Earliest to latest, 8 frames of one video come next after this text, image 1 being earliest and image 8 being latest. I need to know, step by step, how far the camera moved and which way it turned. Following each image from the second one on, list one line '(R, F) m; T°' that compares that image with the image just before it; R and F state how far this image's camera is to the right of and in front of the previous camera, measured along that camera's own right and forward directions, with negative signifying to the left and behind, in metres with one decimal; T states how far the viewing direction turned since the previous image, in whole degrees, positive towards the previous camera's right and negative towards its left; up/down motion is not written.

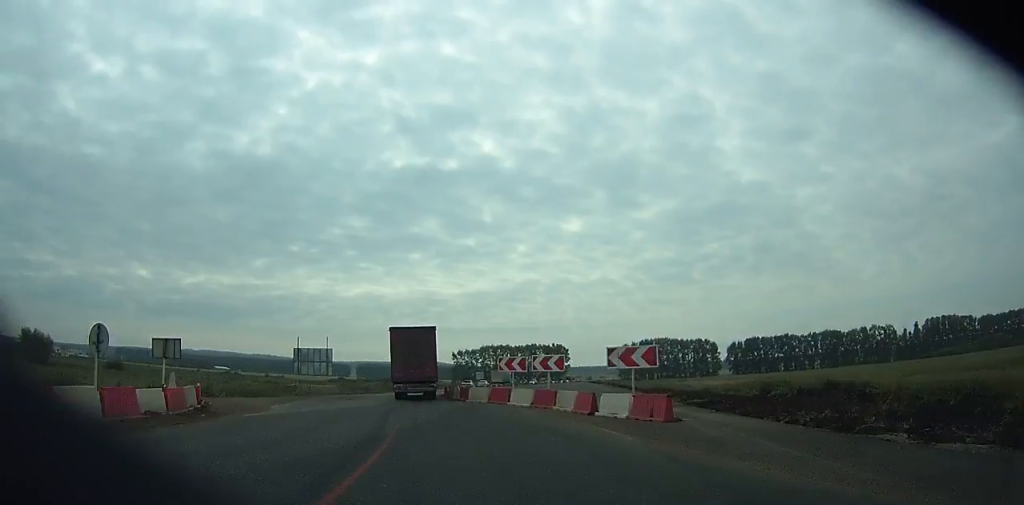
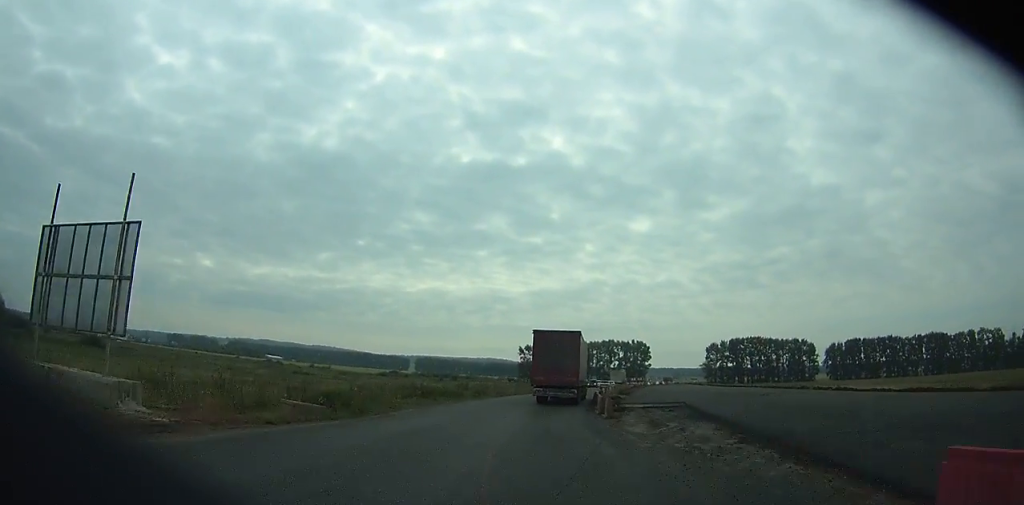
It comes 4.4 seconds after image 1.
(-4.3, +49.7) m; -6°
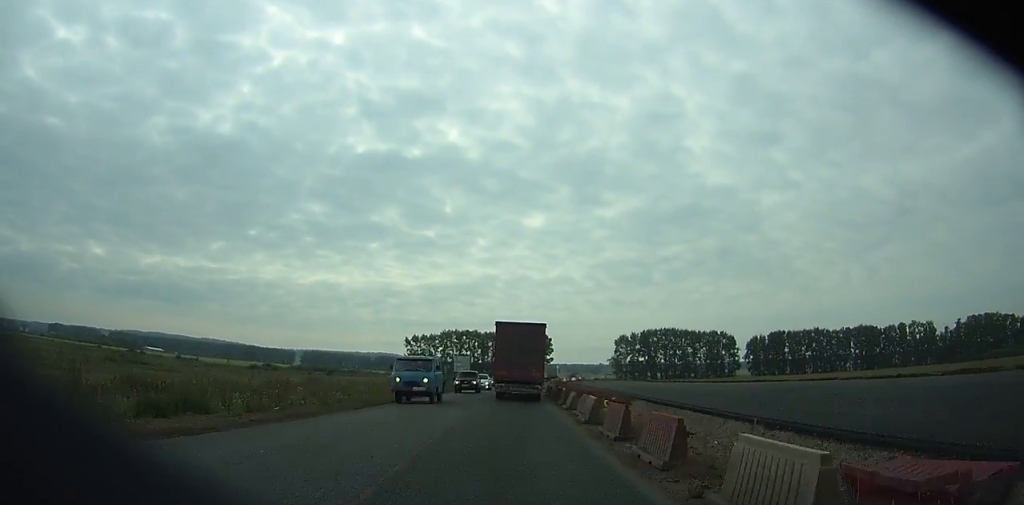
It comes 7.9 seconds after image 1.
(+2.0, +37.6) m; +6°
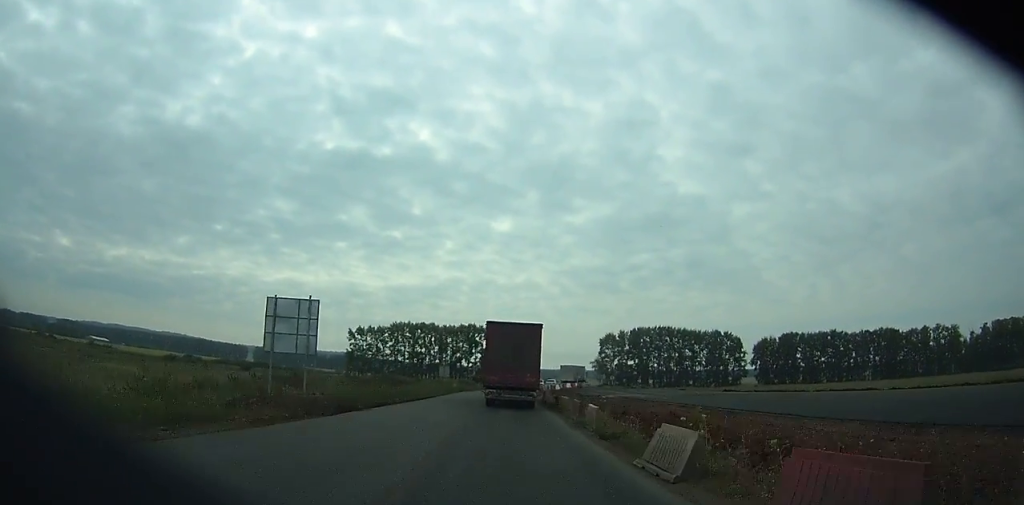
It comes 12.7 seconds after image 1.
(+3.2, +52.0) m; +5°
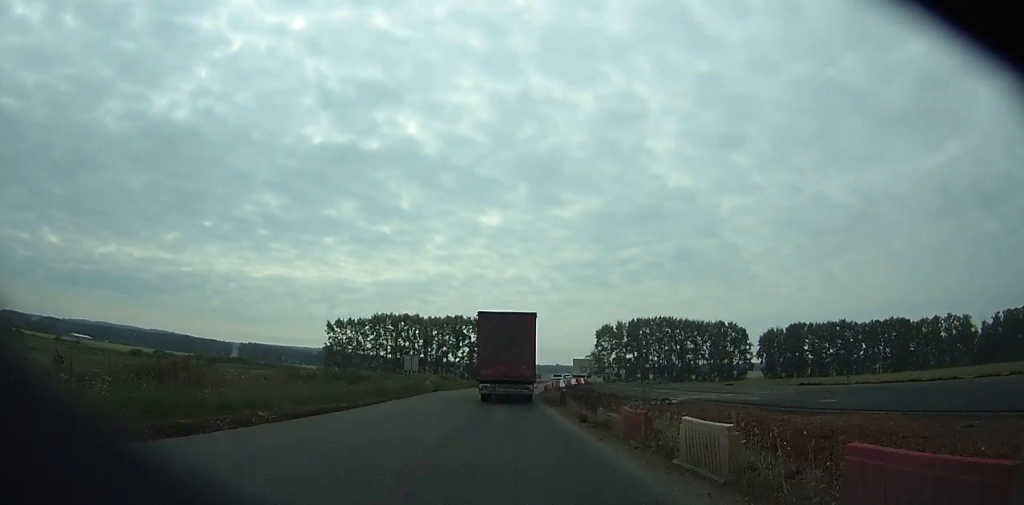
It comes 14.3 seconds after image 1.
(+0.2, +17.2) m; +1°
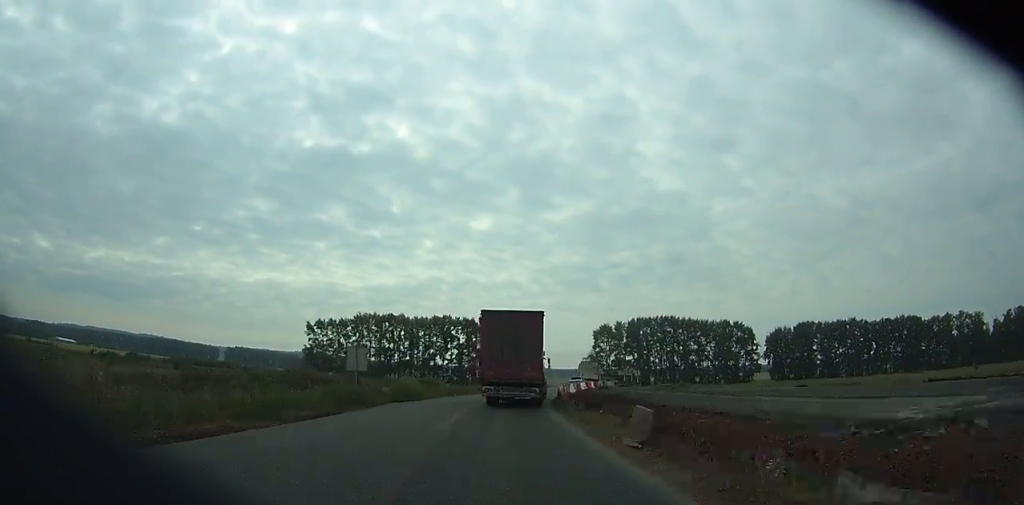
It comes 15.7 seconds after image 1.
(+0.1, +15.0) m; +1°
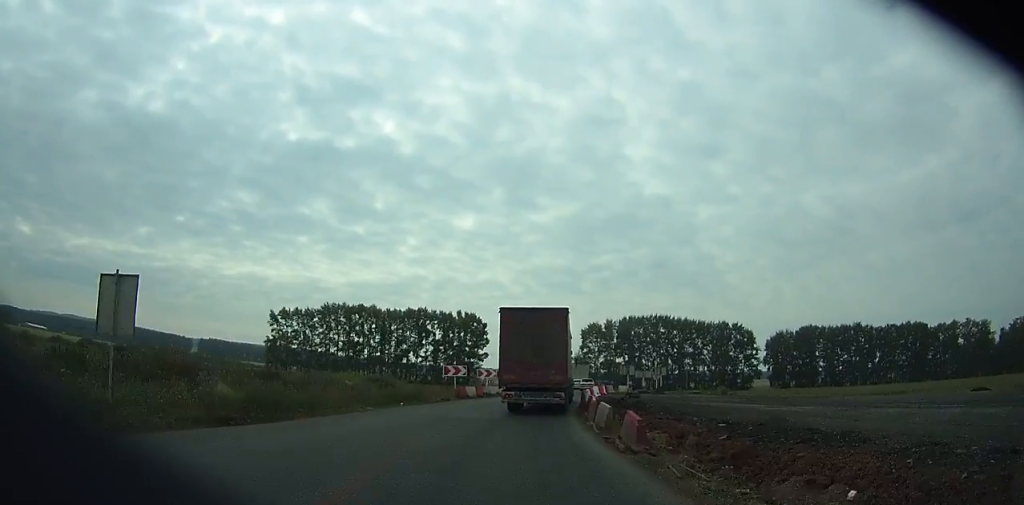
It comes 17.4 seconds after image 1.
(+0.2, +17.7) m; +2°
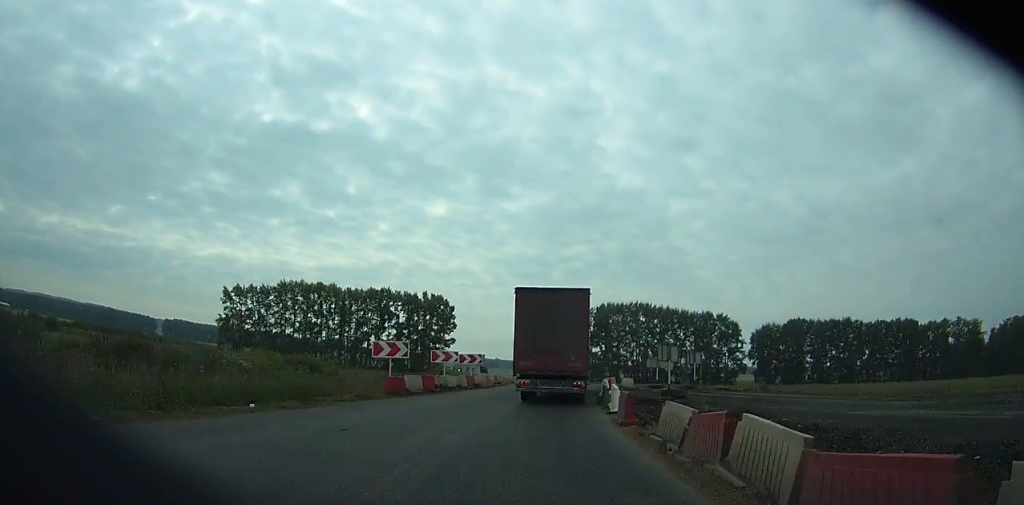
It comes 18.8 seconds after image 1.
(-0.1, +14.3) m; +2°
